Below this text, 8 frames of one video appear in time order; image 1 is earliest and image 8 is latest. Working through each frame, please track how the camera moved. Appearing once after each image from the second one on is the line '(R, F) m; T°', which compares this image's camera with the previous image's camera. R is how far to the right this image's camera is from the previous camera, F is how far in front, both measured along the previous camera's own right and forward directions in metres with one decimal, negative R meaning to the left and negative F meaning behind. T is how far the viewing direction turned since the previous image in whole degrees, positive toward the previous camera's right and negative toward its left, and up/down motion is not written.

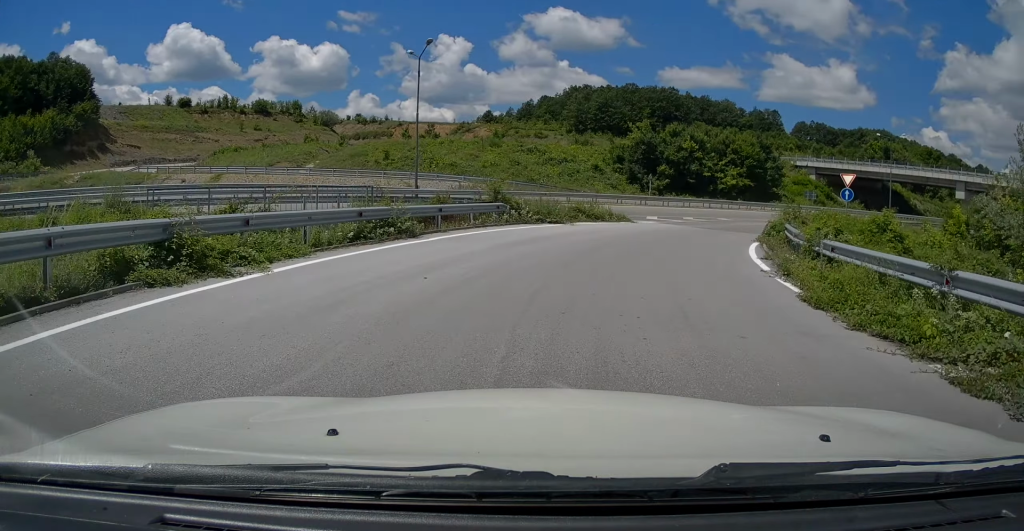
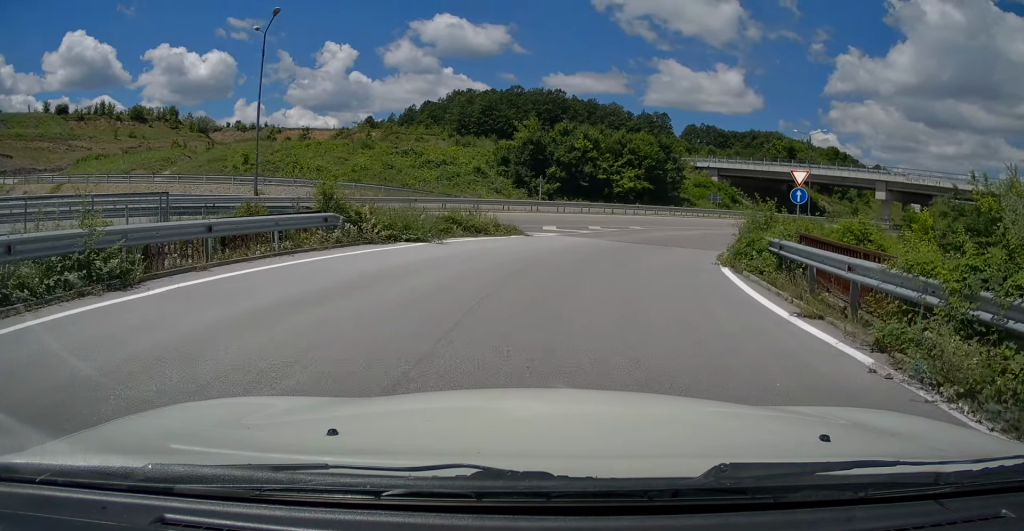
(+0.8, +7.1) m; +9°
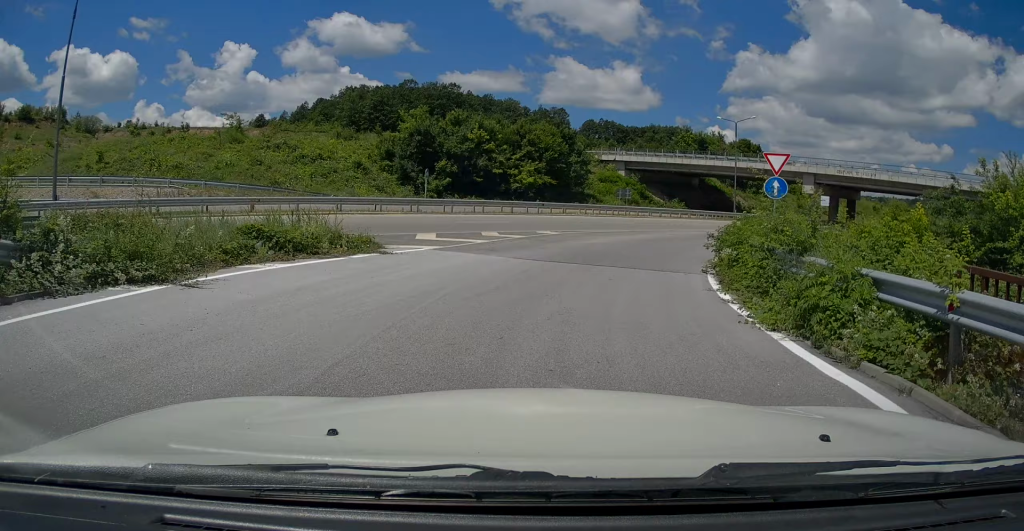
(+0.6, +7.5) m; +7°
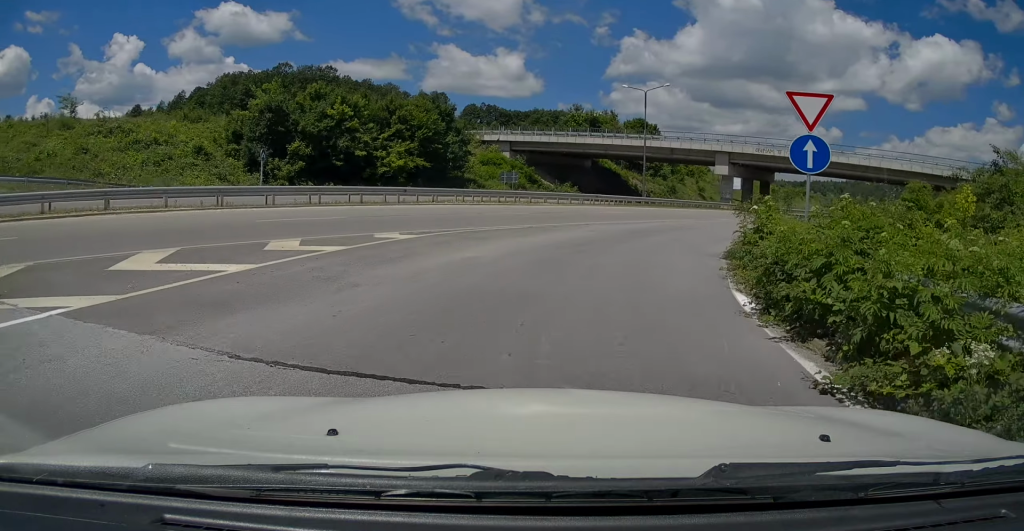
(+0.5, +9.1) m; +9°
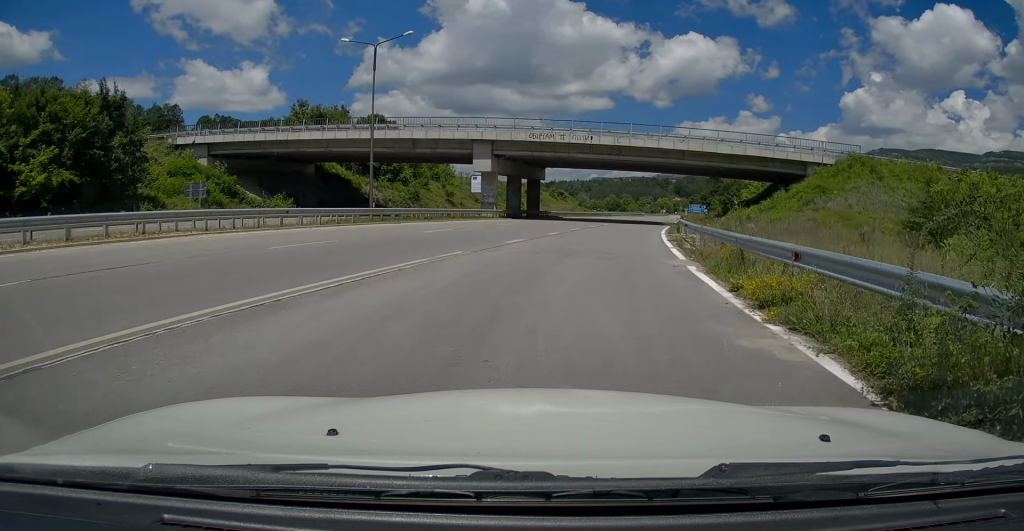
(+3.6, +16.8) m; +26°
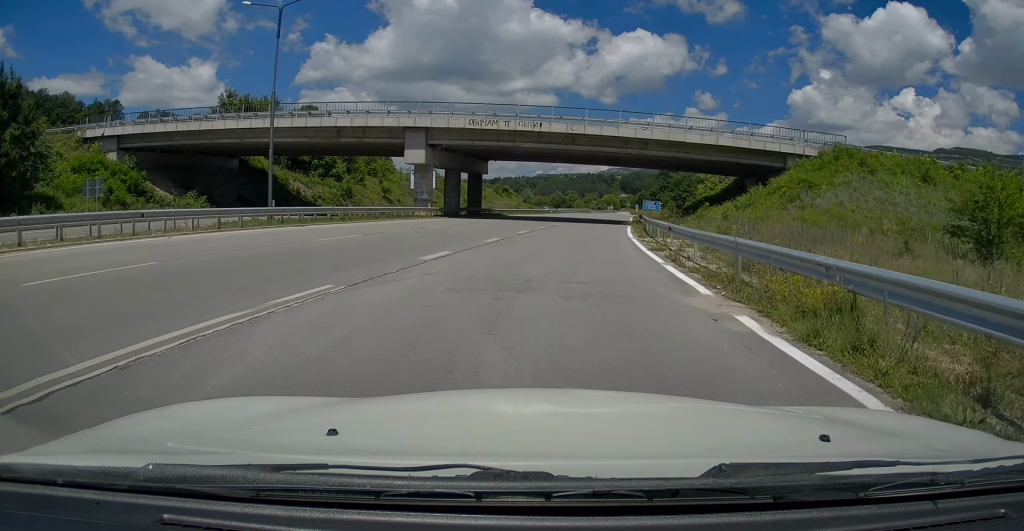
(+0.8, +6.2) m; +6°
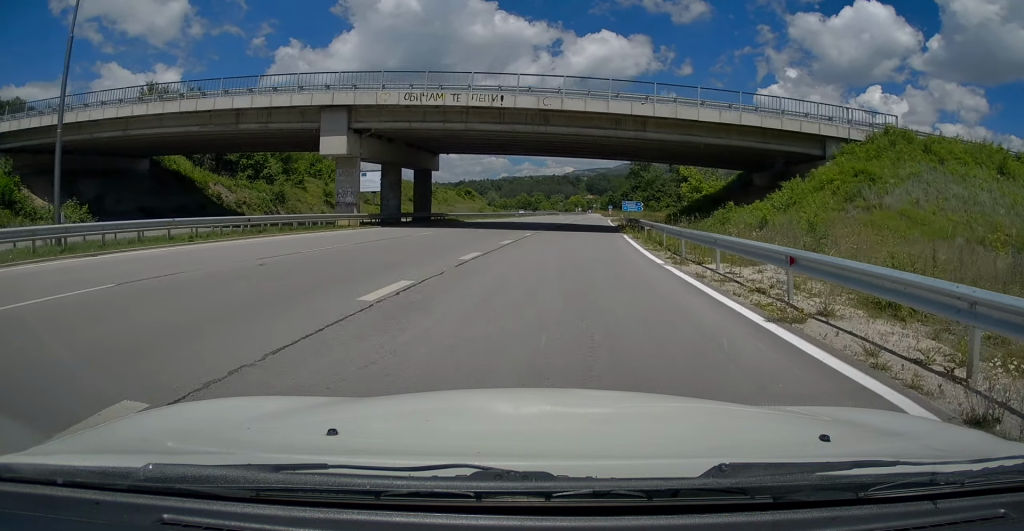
(+0.4, +10.9) m; +2°
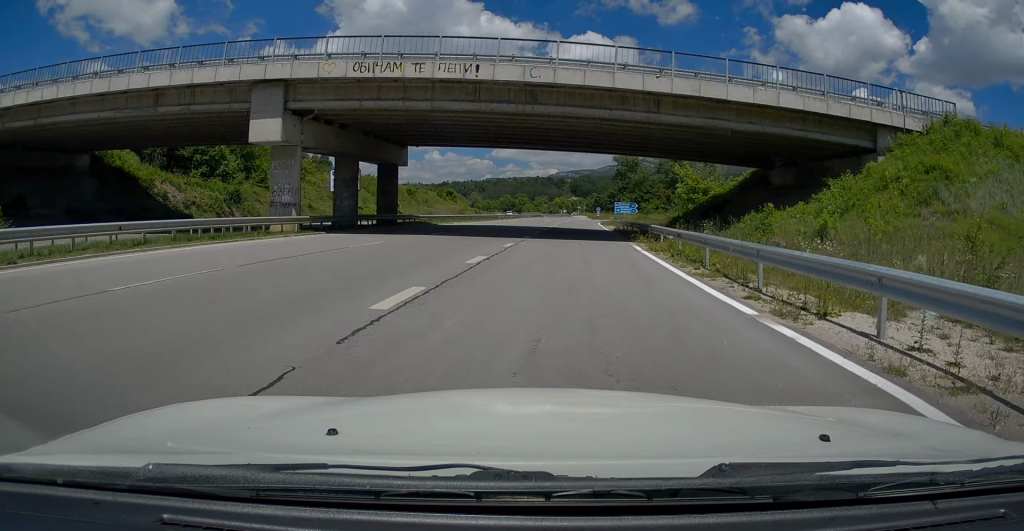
(0.0, +6.7) m; +2°
